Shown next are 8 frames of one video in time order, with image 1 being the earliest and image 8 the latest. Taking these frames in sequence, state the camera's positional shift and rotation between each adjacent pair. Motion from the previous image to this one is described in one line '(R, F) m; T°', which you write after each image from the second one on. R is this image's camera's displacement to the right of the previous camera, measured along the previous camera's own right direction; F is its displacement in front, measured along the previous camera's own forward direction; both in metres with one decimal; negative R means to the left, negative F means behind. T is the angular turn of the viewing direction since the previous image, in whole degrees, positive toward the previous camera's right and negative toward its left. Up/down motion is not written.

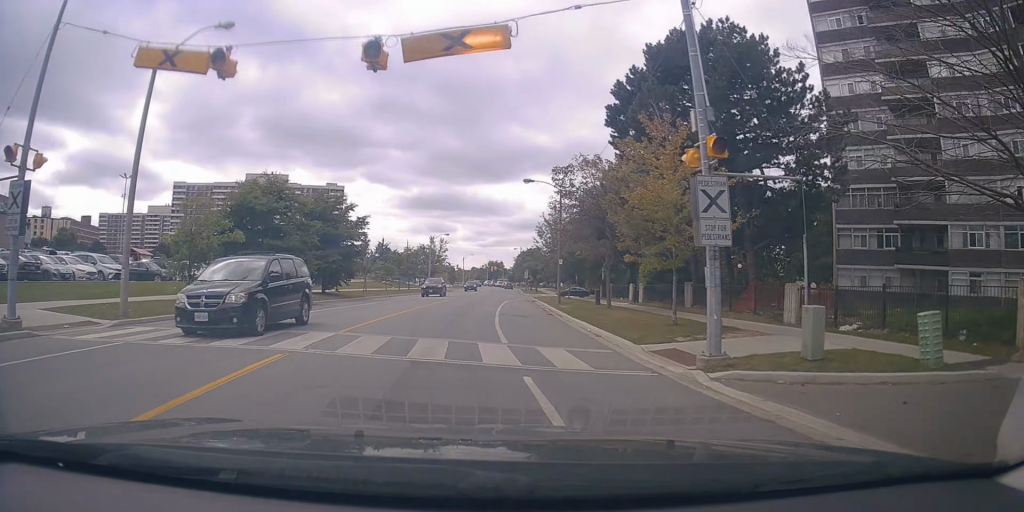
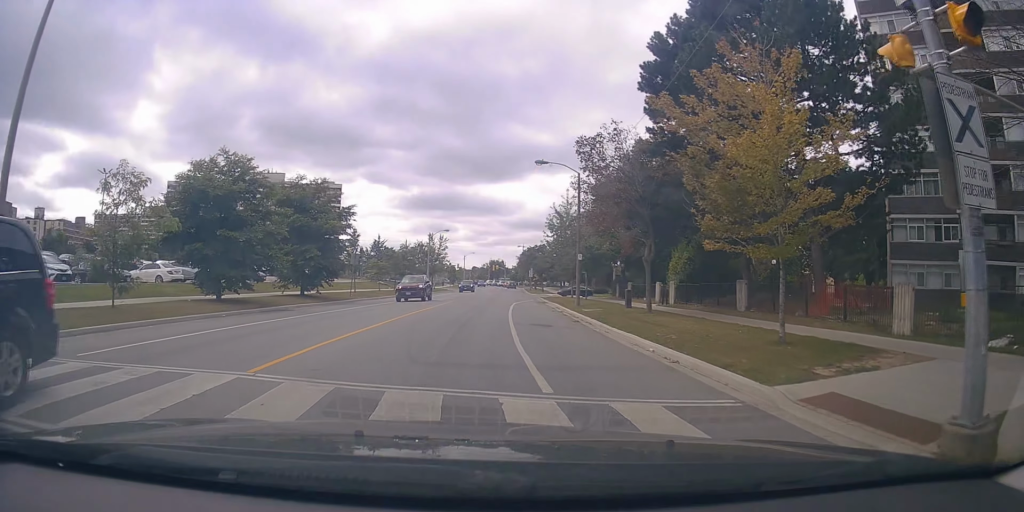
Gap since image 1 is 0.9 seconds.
(0.0, +5.5) m; 0°
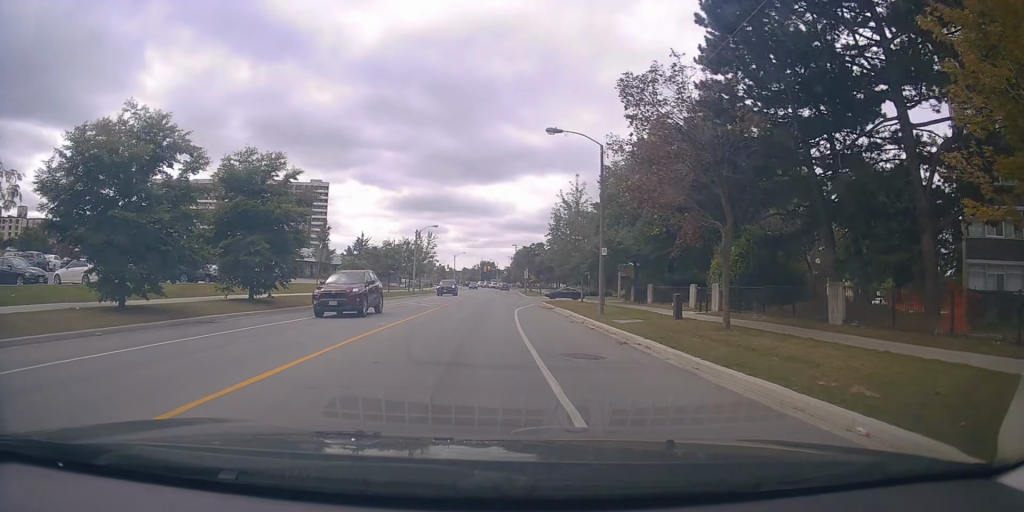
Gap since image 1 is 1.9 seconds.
(0.0, +7.3) m; 0°
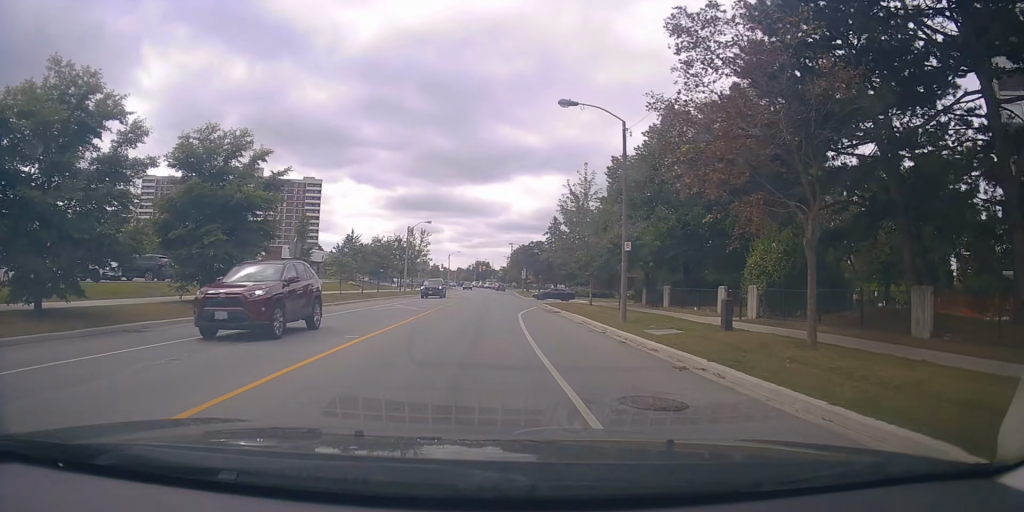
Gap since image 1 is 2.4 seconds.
(0.0, +4.3) m; +1°
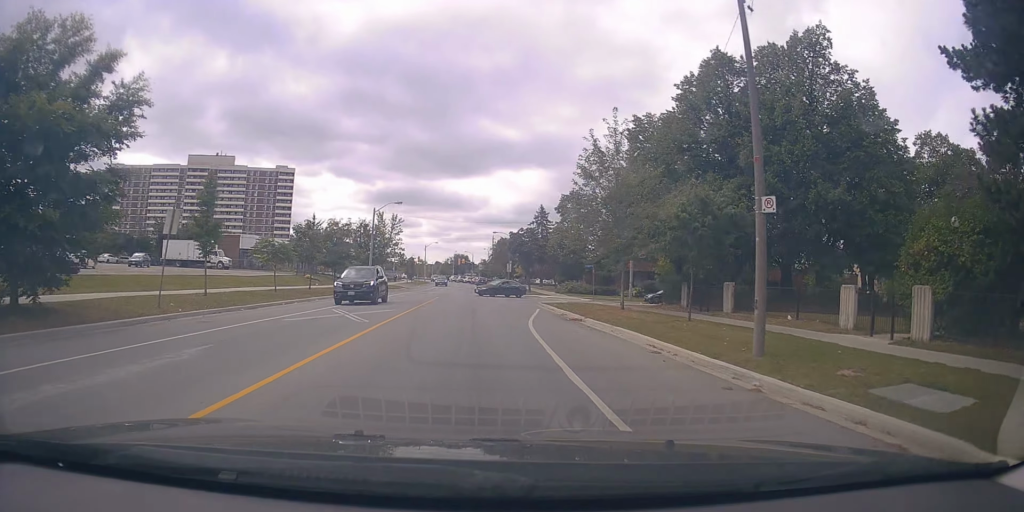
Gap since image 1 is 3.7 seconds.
(+0.4, +11.1) m; +3°
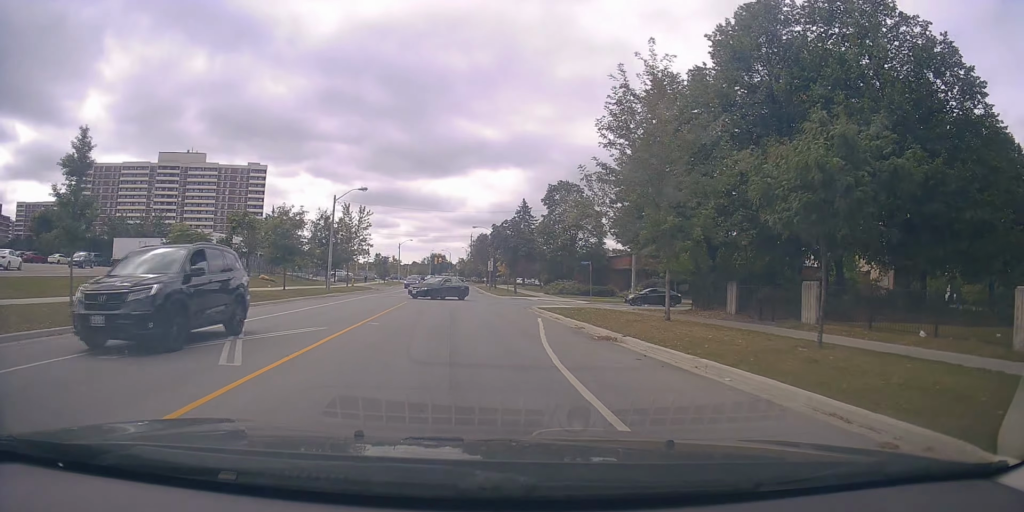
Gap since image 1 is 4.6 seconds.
(0.0, +8.2) m; 0°
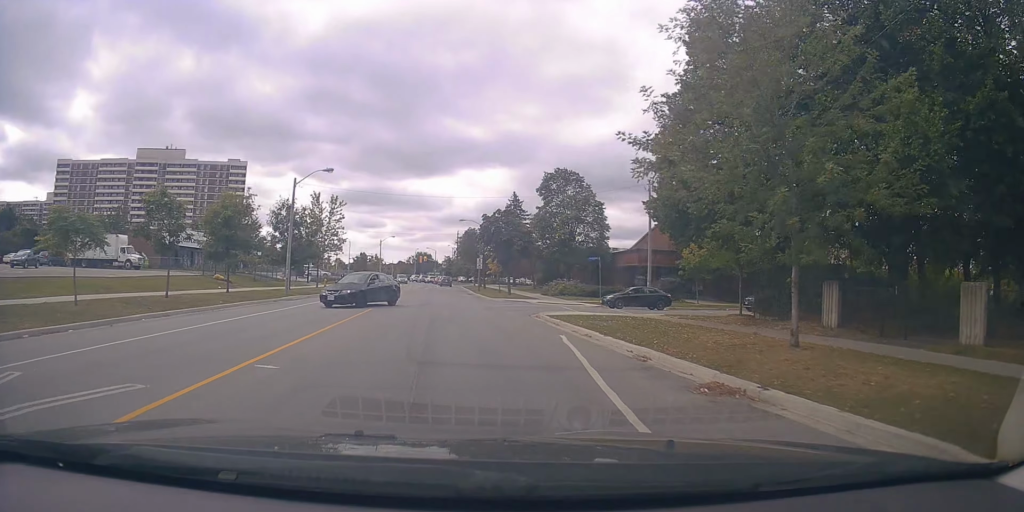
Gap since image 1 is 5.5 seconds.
(0.0, +7.9) m; +1°
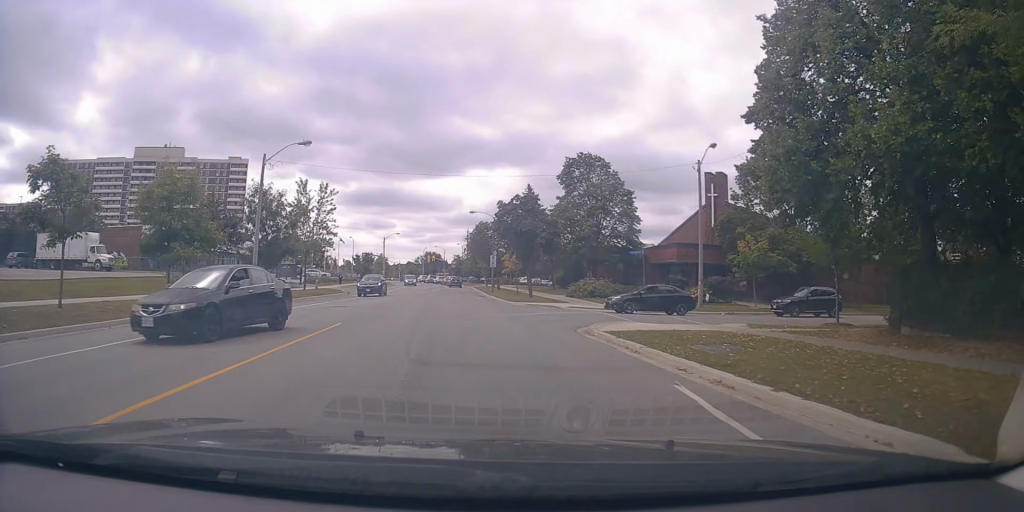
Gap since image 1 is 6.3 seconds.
(+0.2, +7.9) m; +1°
